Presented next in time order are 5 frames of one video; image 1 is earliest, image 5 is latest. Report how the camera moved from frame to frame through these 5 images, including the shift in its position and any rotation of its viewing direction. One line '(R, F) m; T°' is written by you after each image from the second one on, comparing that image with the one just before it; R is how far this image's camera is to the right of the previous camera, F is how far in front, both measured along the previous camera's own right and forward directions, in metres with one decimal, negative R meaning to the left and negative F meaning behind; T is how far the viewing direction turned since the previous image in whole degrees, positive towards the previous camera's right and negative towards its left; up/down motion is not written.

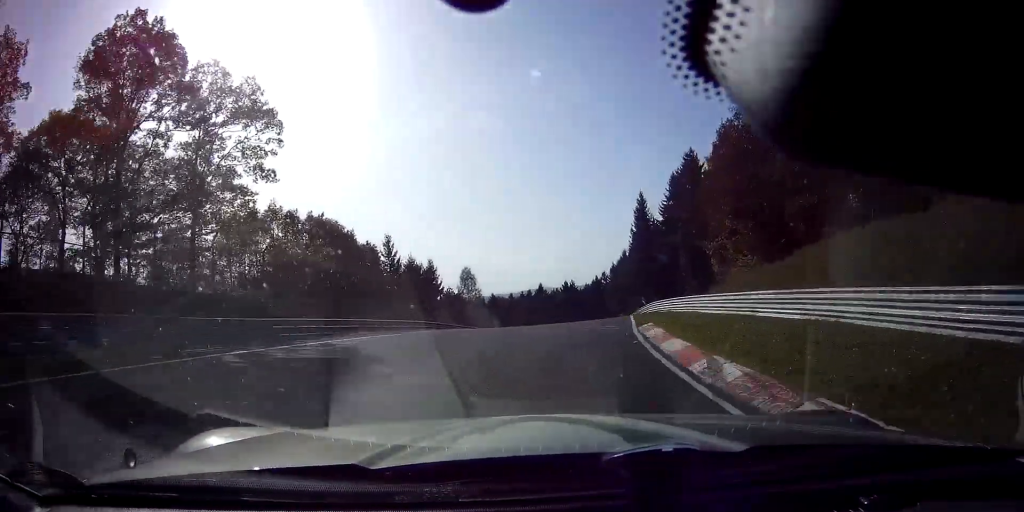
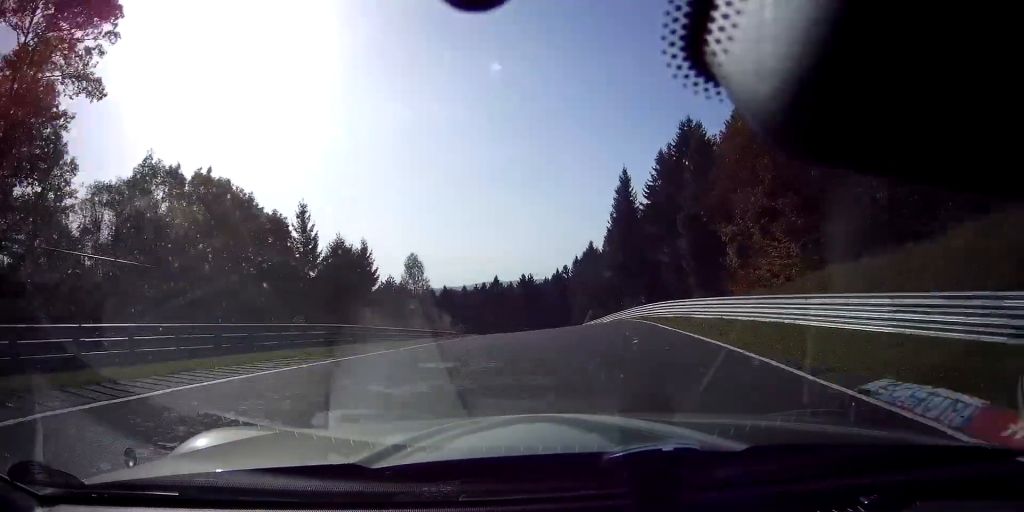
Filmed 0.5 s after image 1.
(+0.9, +13.9) m; +4°
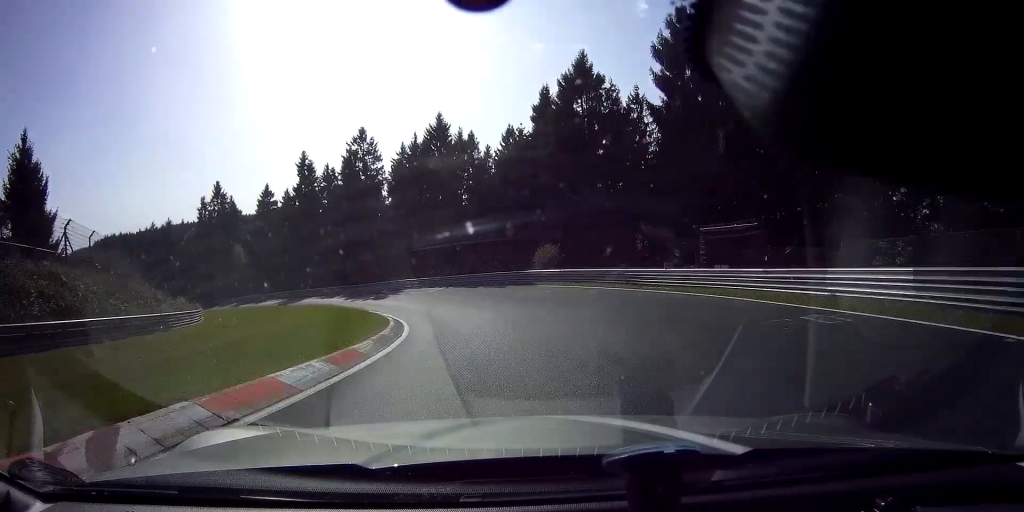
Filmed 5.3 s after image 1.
(+1.6, +142.4) m; -20°
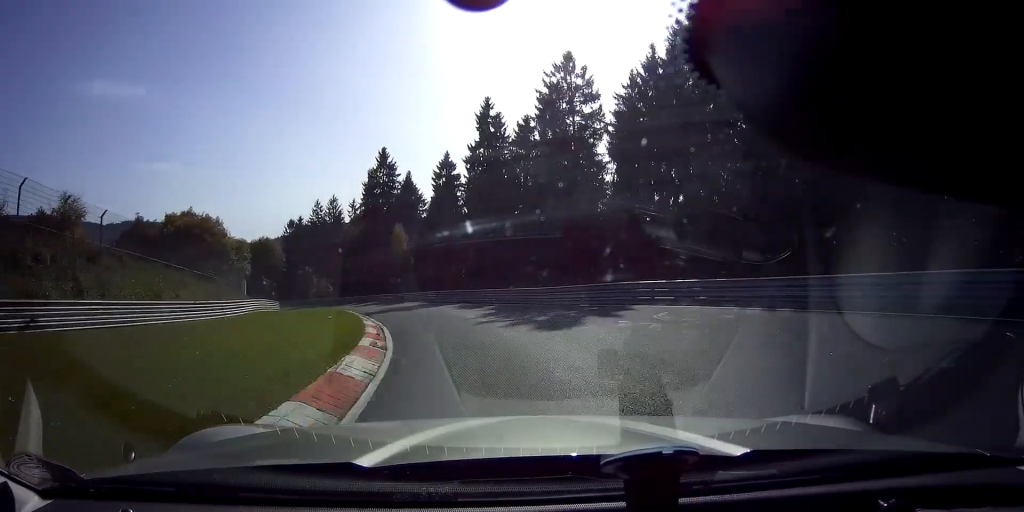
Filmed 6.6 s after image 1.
(-6.4, +31.2) m; -22°
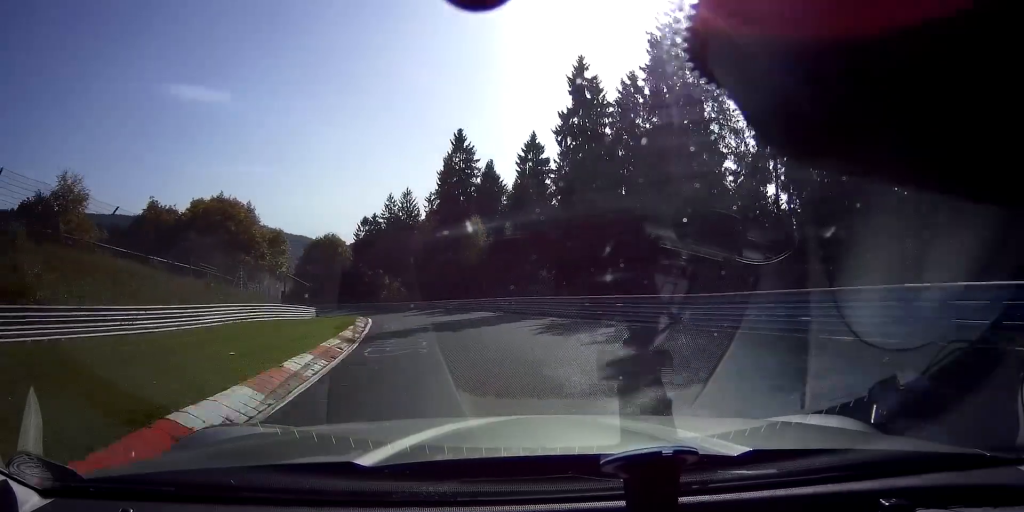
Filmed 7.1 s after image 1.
(-0.5, +14.0) m; -9°
